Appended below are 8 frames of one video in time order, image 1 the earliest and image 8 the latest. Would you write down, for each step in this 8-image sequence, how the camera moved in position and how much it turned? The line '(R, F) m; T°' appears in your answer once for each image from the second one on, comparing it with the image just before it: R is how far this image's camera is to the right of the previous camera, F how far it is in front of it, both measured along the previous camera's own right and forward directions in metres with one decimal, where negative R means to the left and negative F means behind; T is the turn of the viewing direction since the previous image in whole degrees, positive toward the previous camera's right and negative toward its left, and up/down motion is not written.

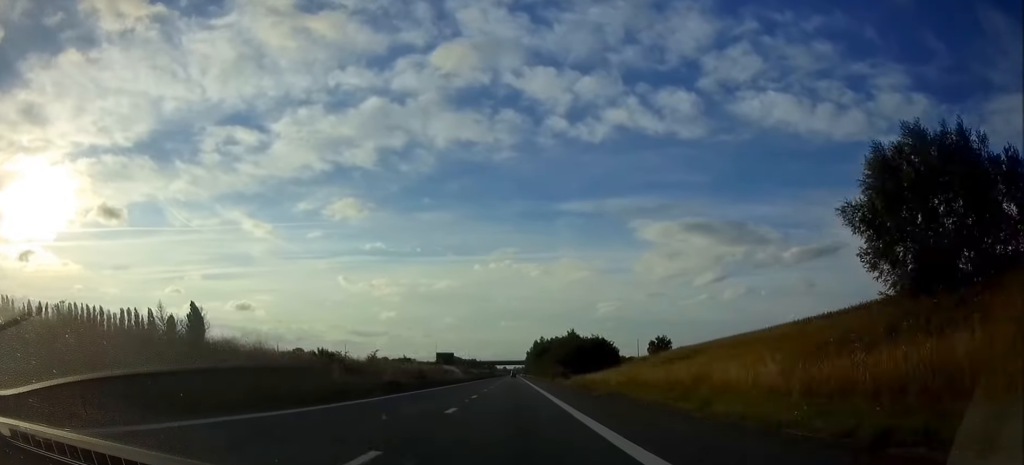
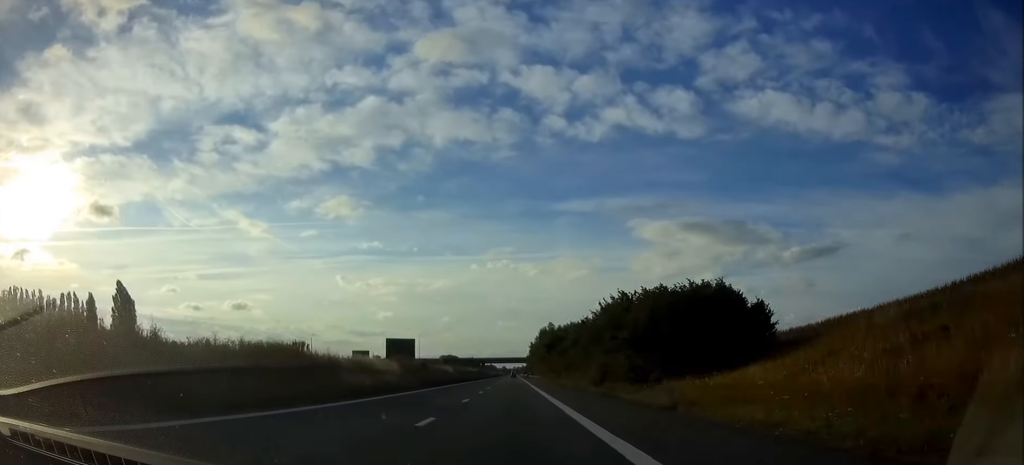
(0.0, +54.5) m; 0°
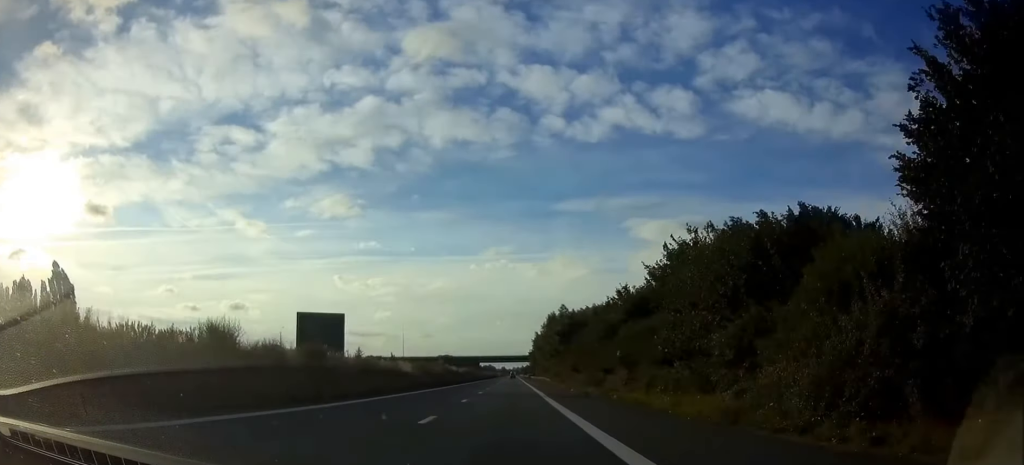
(-0.1, +36.3) m; 0°
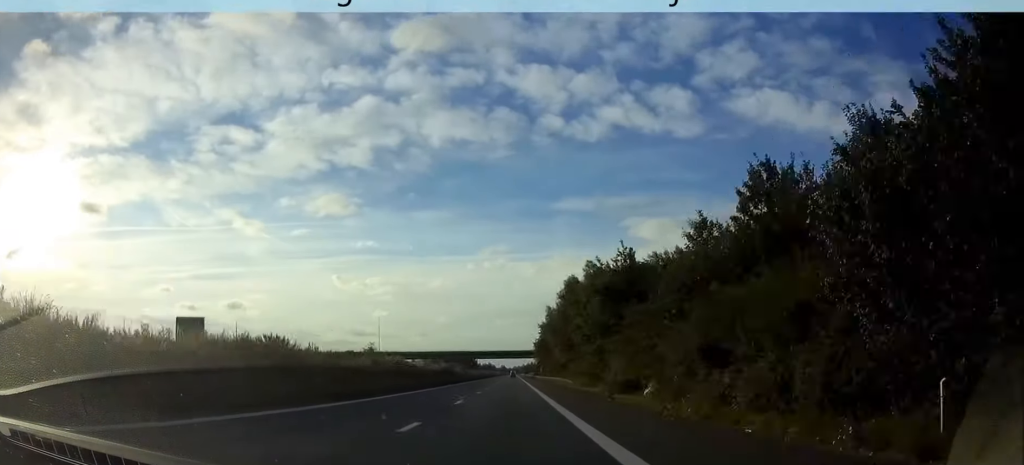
(0.0, +38.7) m; 0°
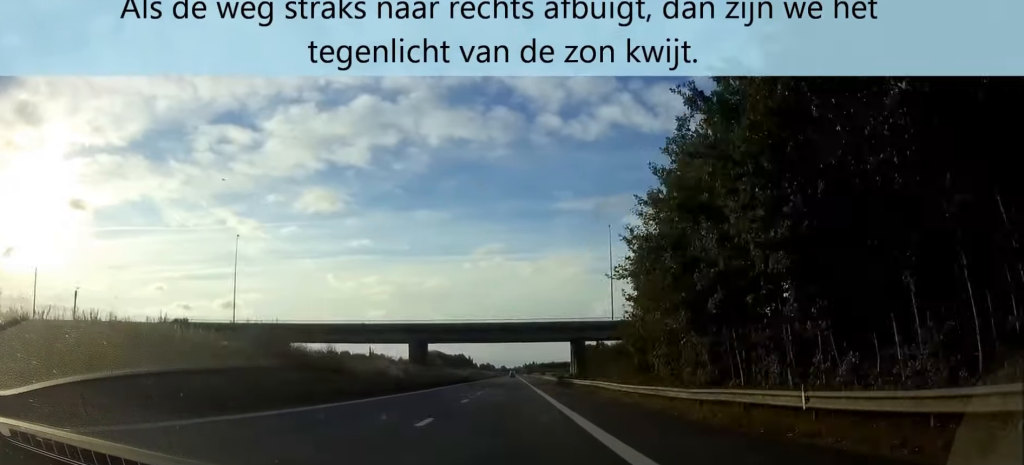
(+0.2, +97.6) m; 0°
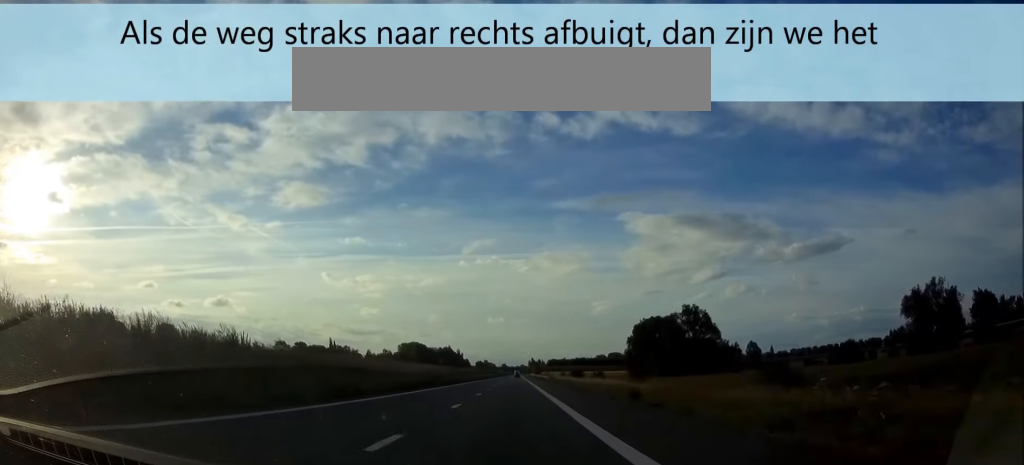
(0.0, +165.3) m; 0°
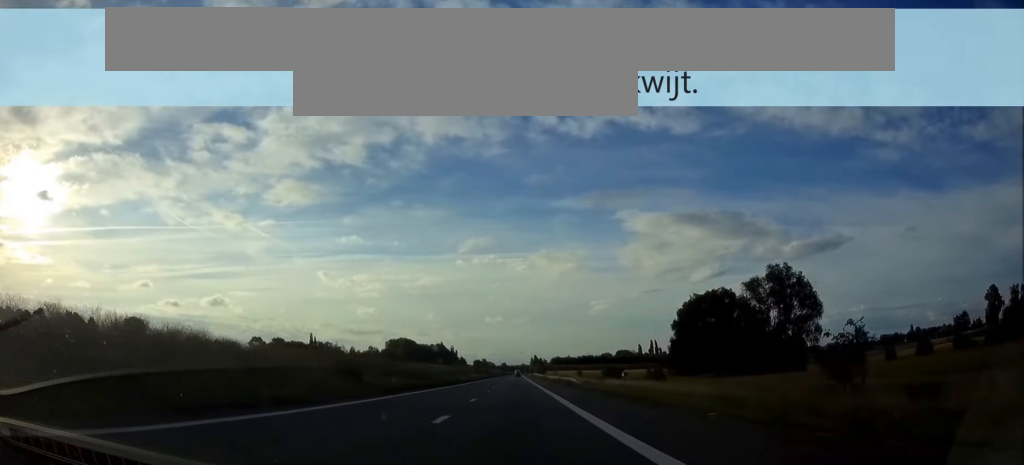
(-0.1, +56.6) m; 0°
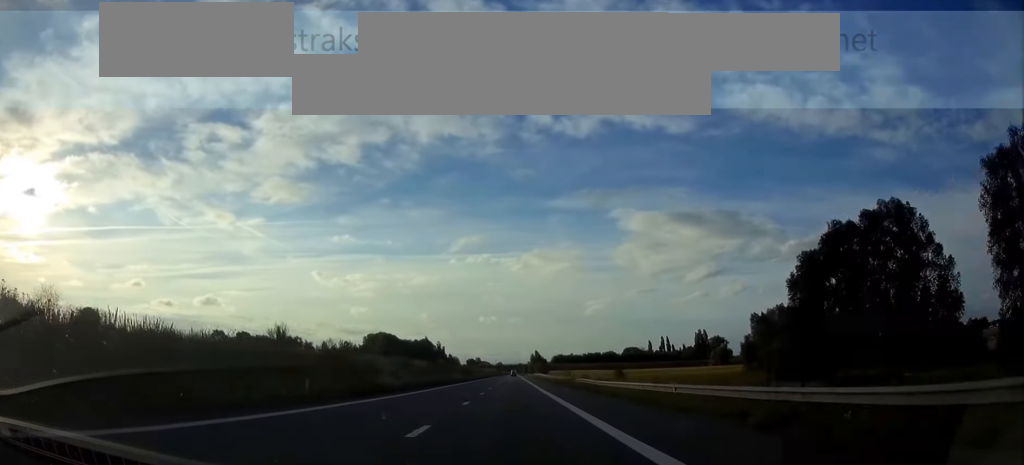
(0.0, +65.5) m; 0°
